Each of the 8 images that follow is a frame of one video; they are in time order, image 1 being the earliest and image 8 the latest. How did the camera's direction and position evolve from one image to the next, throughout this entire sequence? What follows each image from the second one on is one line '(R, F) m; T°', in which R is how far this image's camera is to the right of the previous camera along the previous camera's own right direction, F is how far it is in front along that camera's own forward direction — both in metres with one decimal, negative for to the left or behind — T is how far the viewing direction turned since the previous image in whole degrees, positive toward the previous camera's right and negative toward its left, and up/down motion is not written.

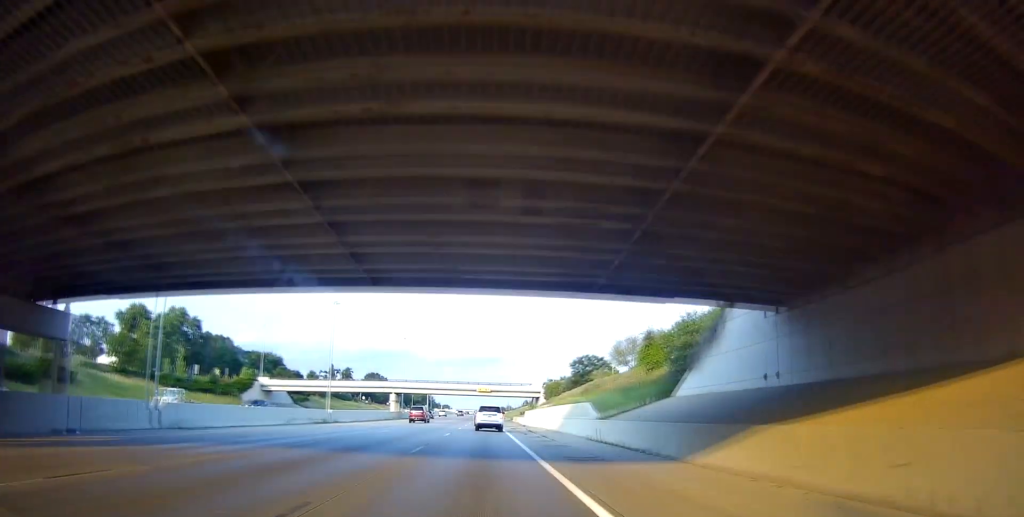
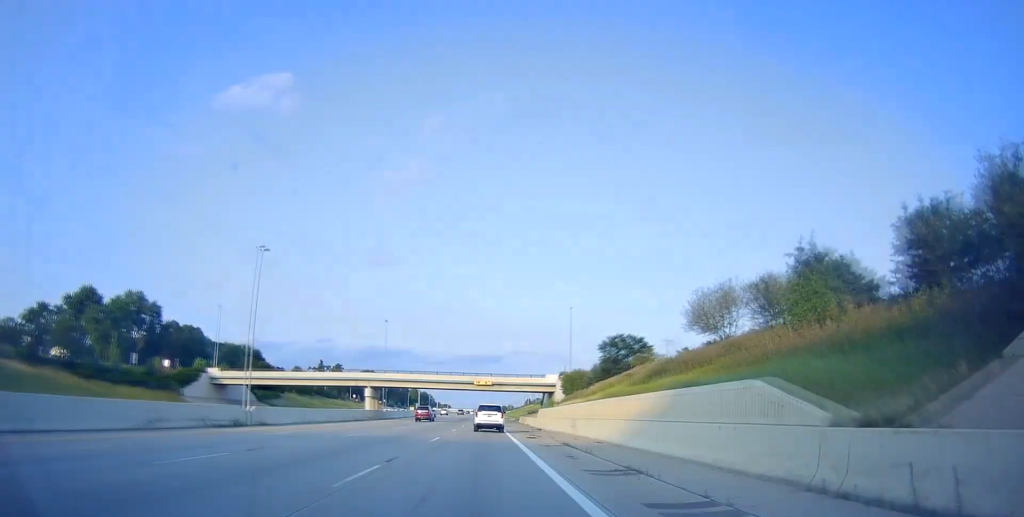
(+0.2, +23.4) m; 0°
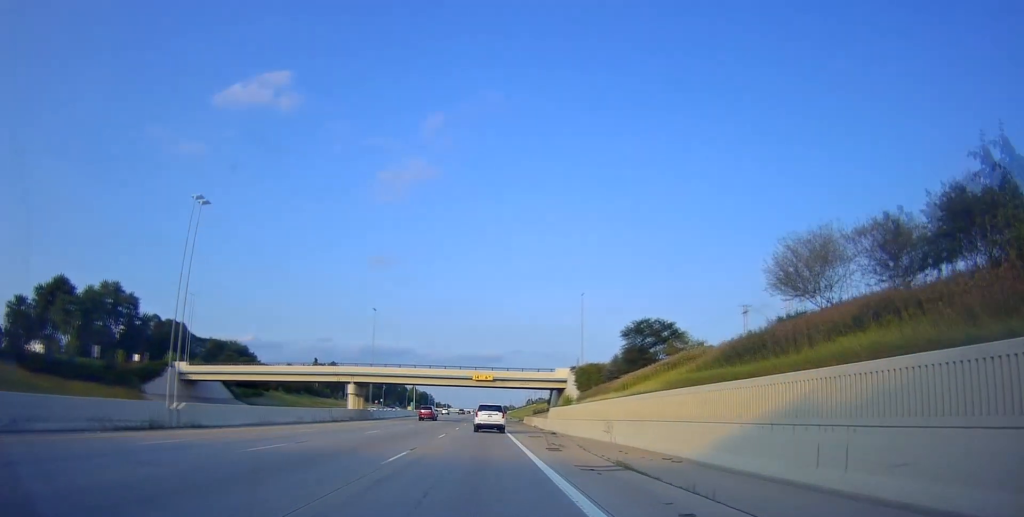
(+0.3, +11.6) m; 0°
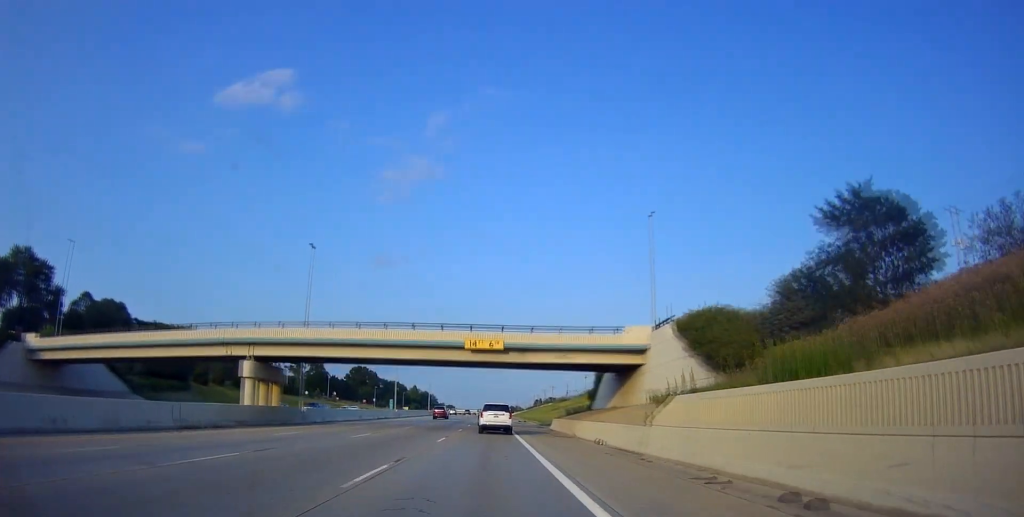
(-1.3, +36.9) m; -2°
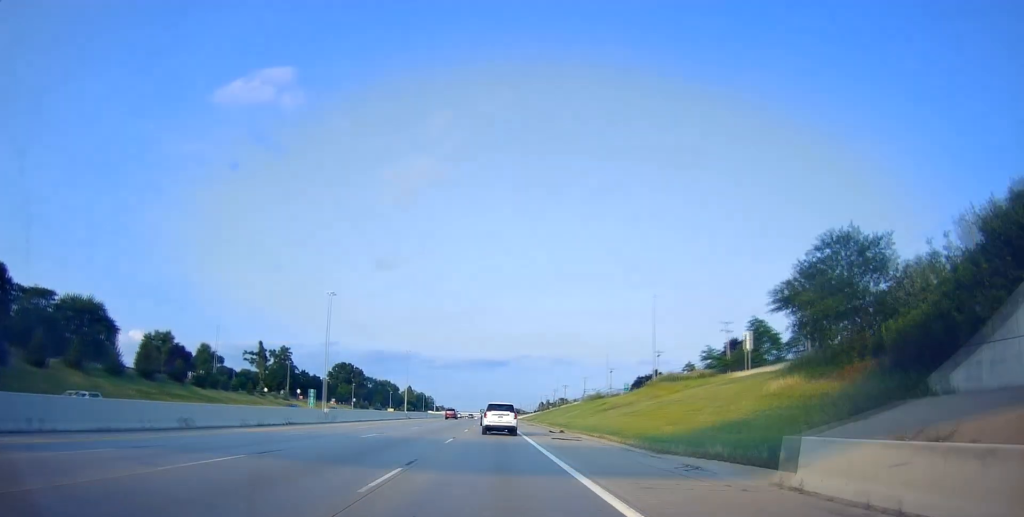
(+1.7, +48.4) m; +3°
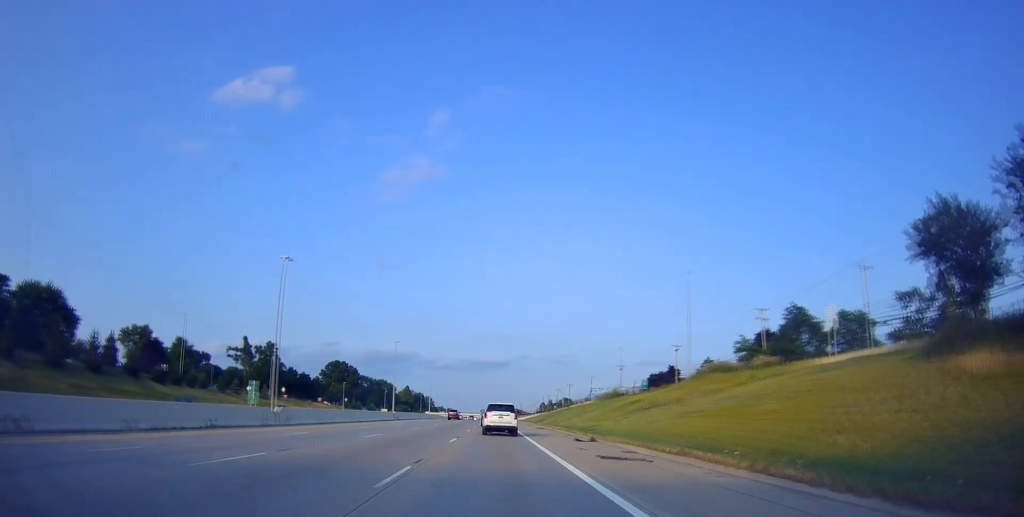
(-0.3, +14.7) m; 0°
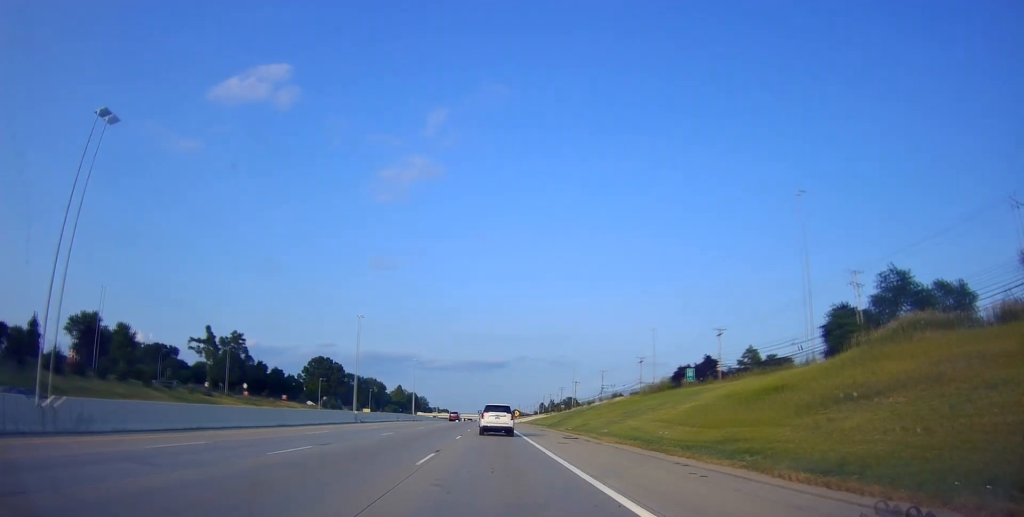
(+0.1, +27.4) m; 0°
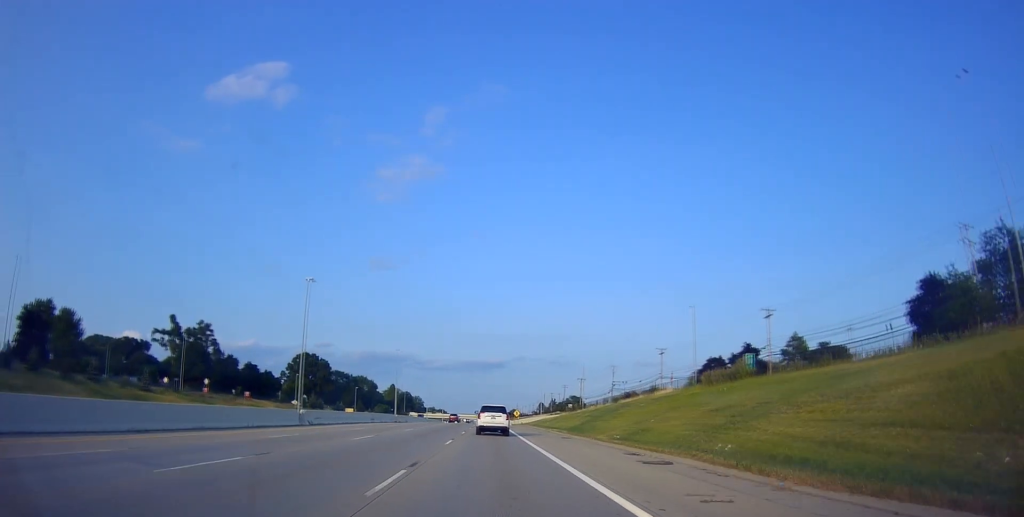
(0.0, +21.2) m; -1°
